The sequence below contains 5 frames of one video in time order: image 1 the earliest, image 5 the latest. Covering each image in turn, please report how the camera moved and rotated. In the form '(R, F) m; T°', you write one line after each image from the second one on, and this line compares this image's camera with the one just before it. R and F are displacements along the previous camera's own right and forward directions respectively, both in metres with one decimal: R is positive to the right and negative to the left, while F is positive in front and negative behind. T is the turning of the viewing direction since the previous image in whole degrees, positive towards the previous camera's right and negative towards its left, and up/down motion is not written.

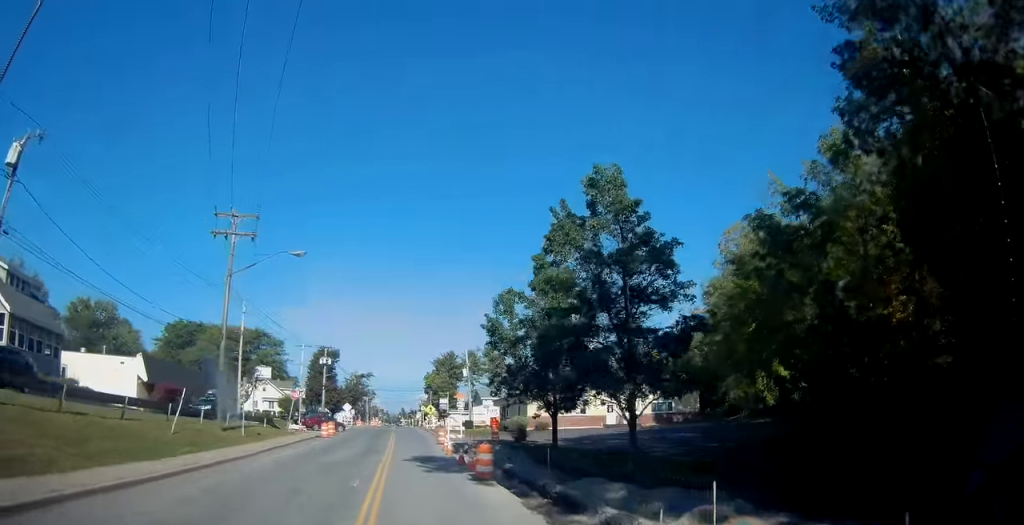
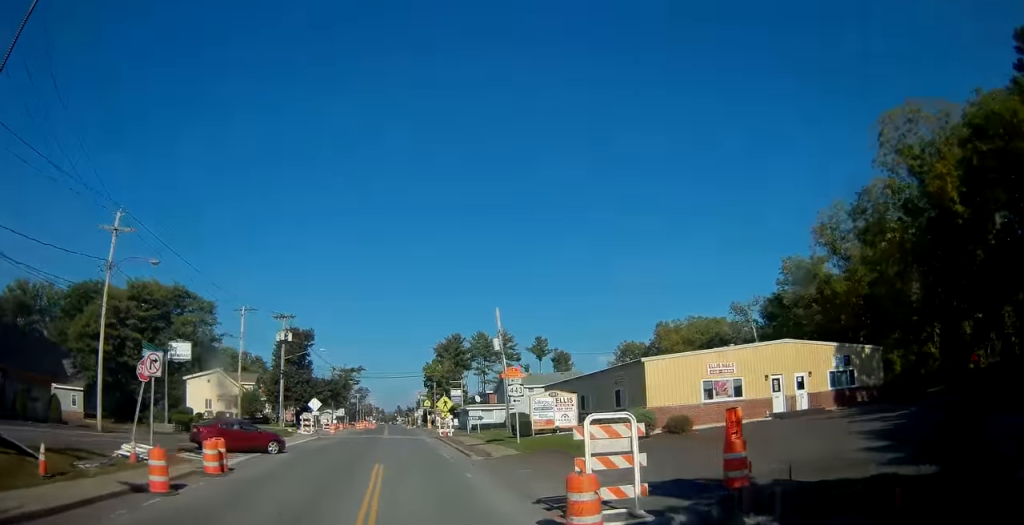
(+0.6, +27.5) m; +3°
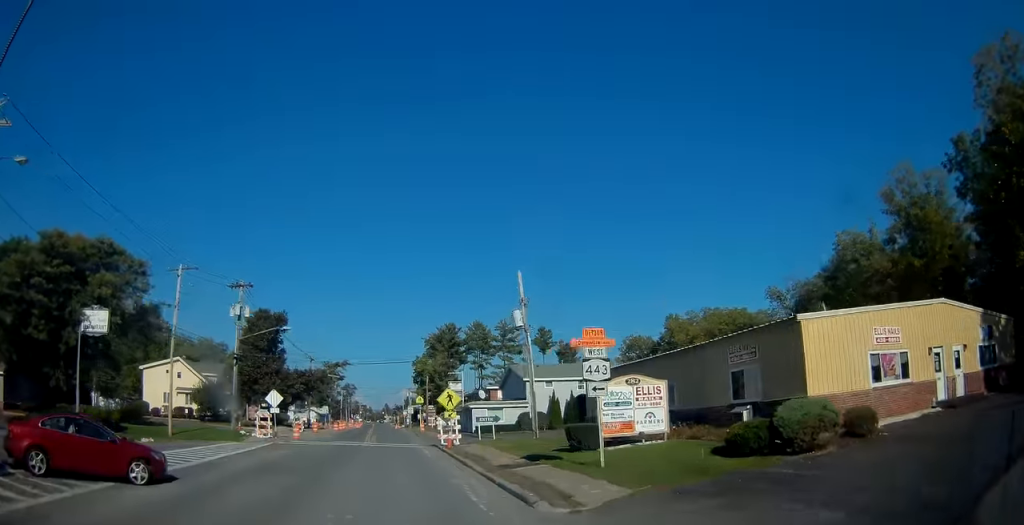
(0.0, +11.3) m; 0°
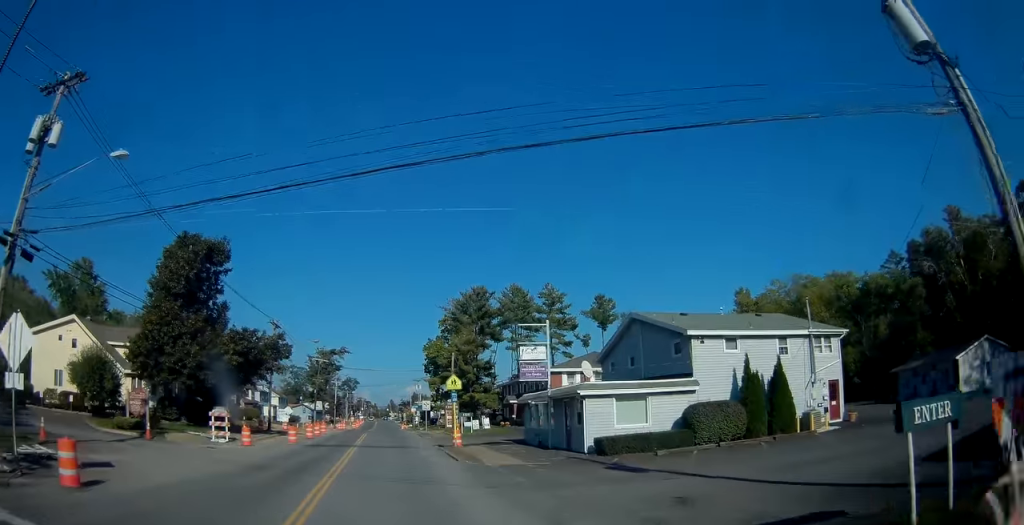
(-0.4, +28.2) m; -2°
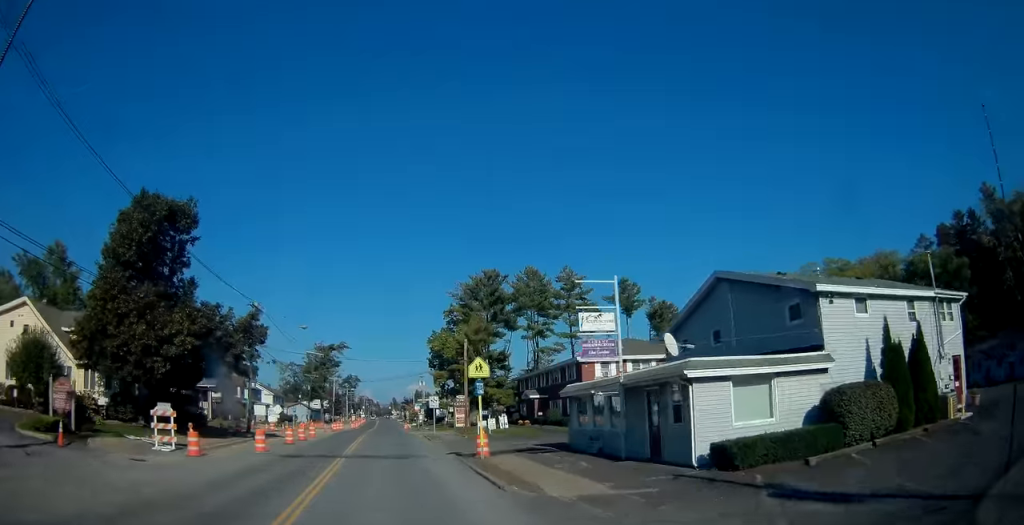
(0.0, +8.5) m; 0°
